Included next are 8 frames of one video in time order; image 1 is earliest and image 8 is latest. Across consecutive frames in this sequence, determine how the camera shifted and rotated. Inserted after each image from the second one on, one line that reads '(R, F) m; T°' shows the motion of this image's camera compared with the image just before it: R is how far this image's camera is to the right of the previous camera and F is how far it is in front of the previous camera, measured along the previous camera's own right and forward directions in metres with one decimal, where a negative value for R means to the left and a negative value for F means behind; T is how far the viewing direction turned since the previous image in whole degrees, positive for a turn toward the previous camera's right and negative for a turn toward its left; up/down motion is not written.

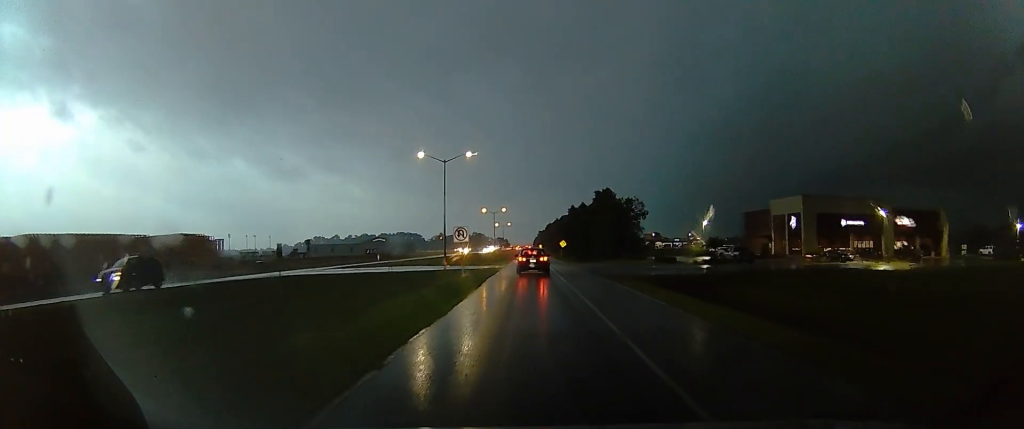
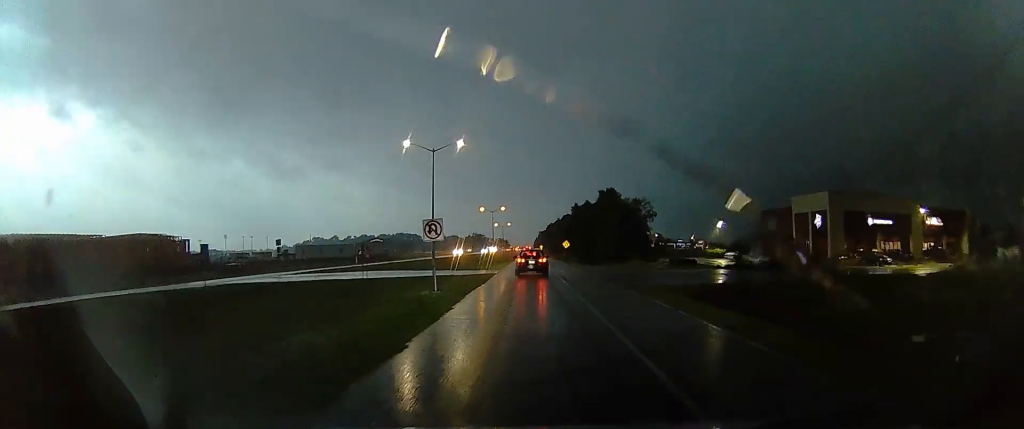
(0.0, +8.0) m; -2°
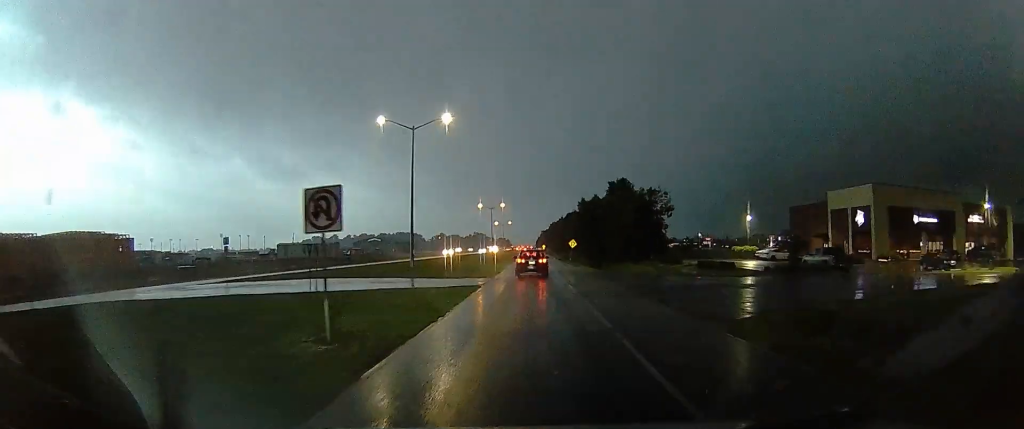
(+0.3, +11.3) m; -2°
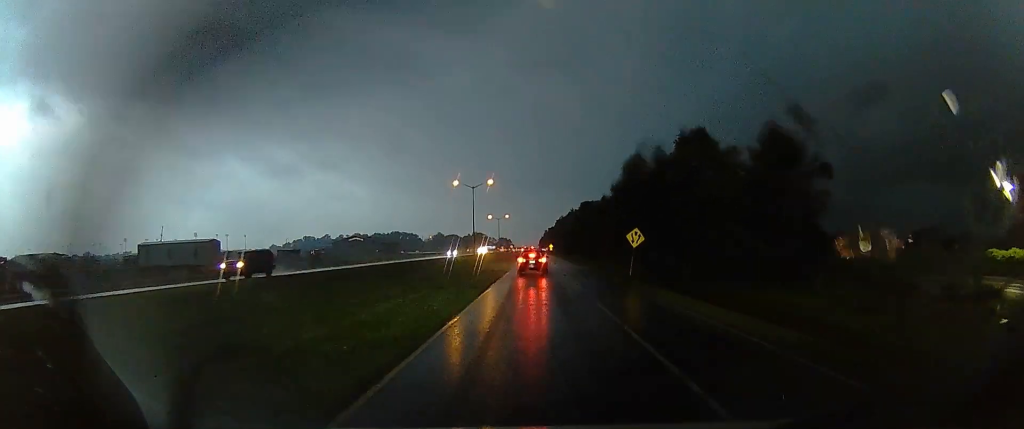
(+0.7, +49.2) m; +4°
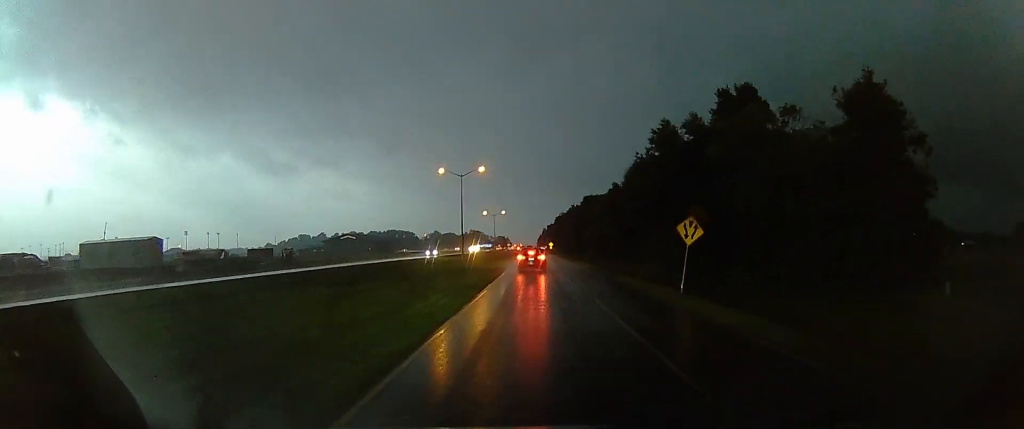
(0.0, +12.8) m; 0°
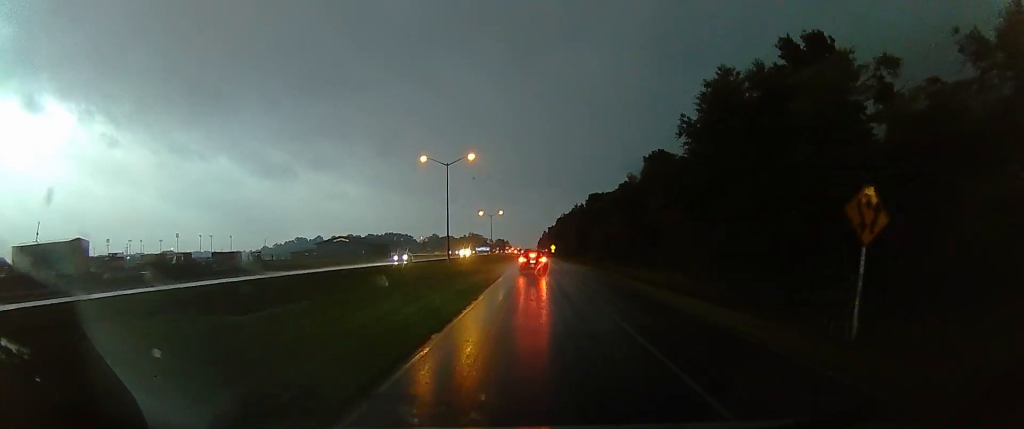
(0.0, +12.6) m; 0°
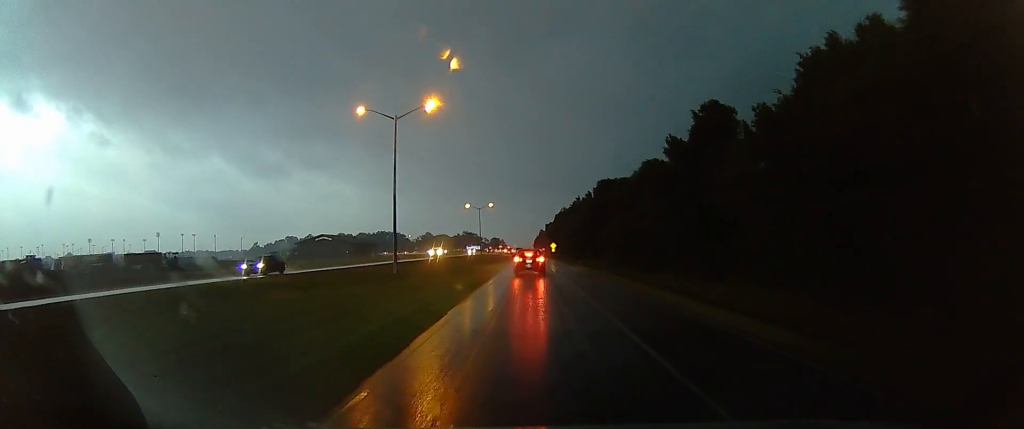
(0.0, +22.4) m; 0°
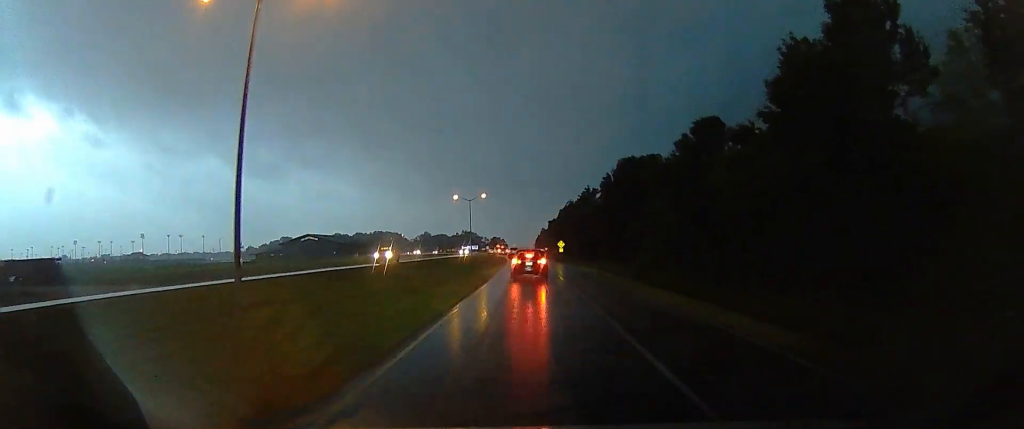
(0.0, +22.6) m; 0°
